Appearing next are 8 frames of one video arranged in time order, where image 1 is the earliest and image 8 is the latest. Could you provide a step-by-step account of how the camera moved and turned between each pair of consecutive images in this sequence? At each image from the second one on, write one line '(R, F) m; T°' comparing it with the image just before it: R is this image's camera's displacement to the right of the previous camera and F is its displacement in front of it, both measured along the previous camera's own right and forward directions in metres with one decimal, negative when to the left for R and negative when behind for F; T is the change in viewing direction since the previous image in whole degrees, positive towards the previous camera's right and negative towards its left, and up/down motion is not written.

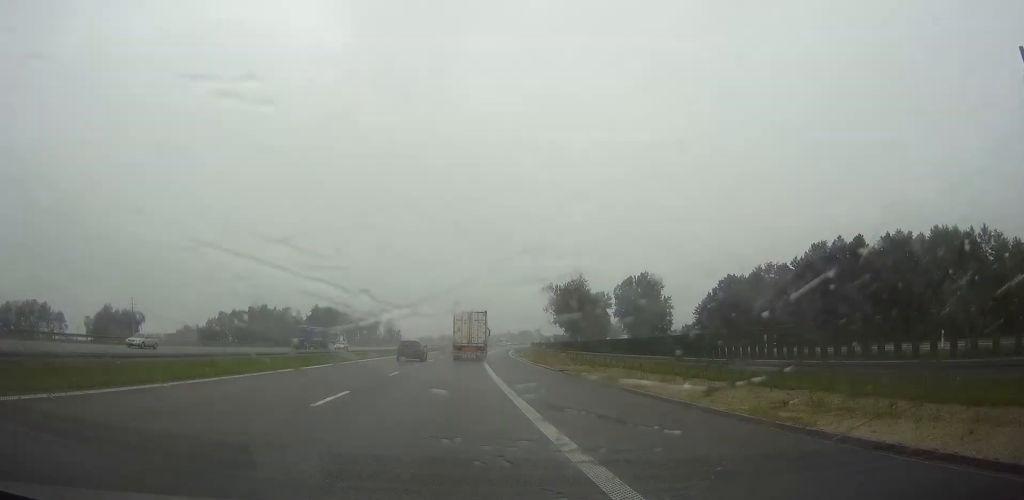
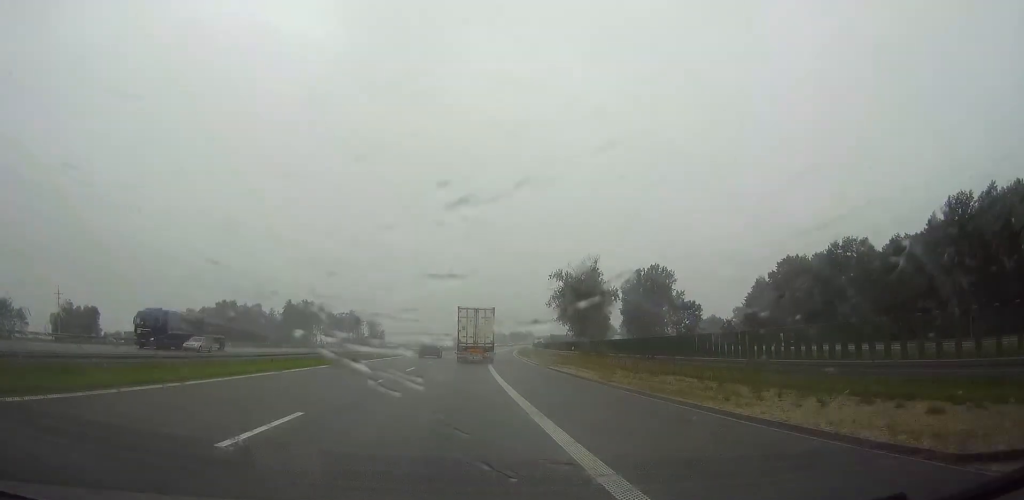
(+0.3, +28.2) m; +1°
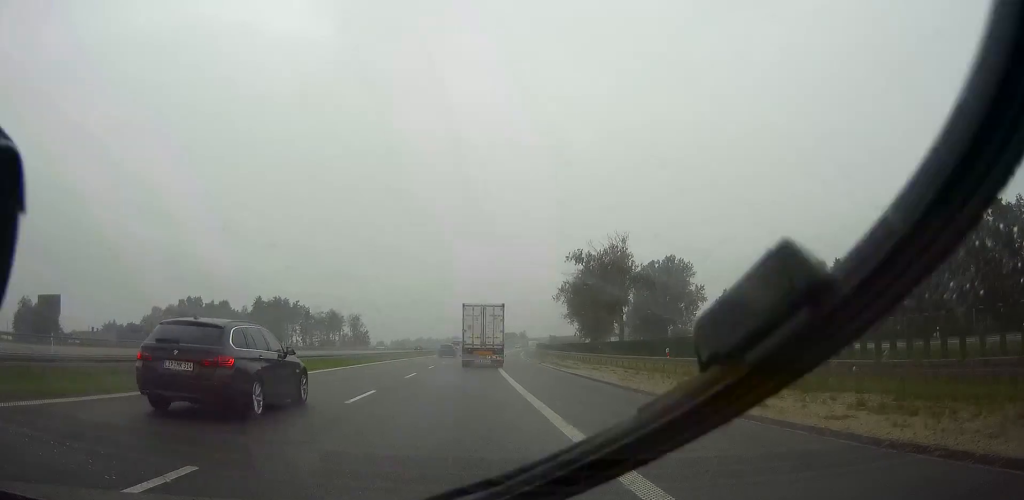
(+0.3, +28.9) m; +4°
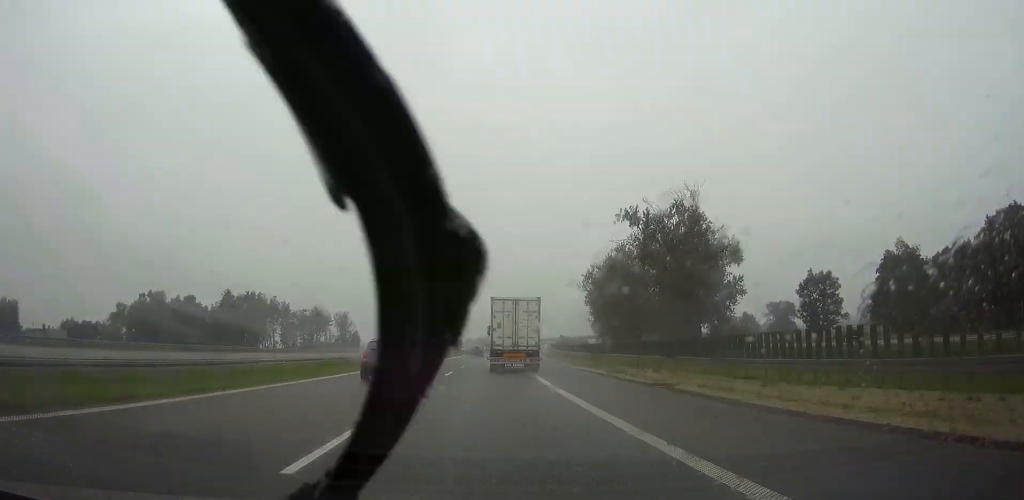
(+2.0, +31.7) m; +4°
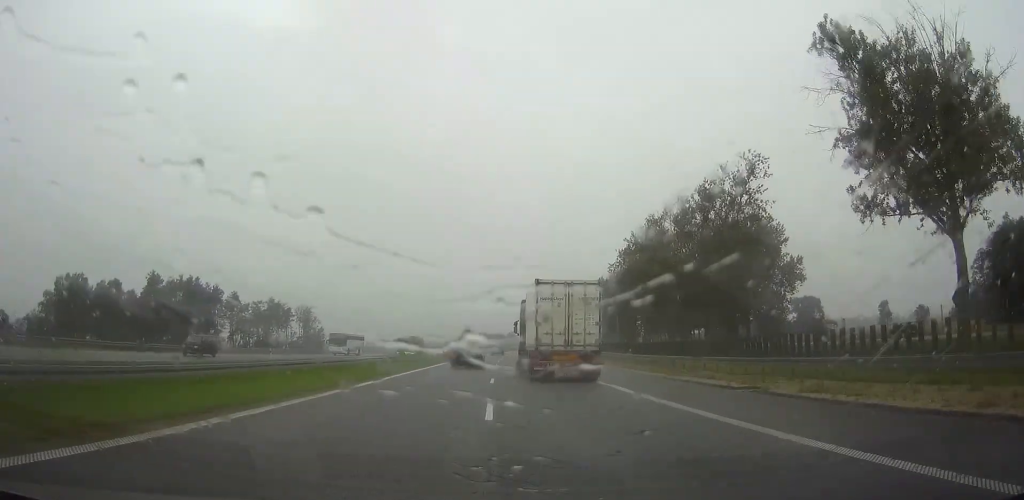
(0.0, +43.1) m; 0°
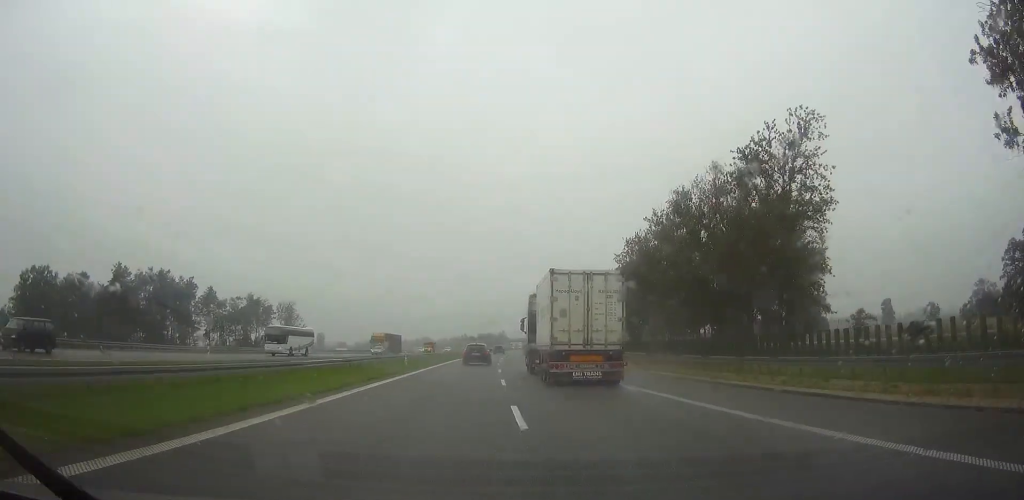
(0.0, +13.5) m; 0°
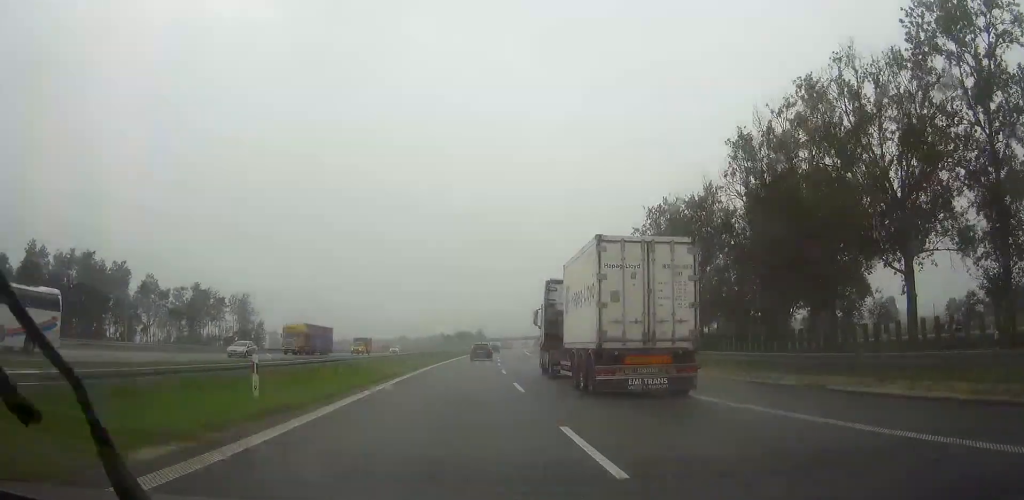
(0.0, +28.6) m; 0°
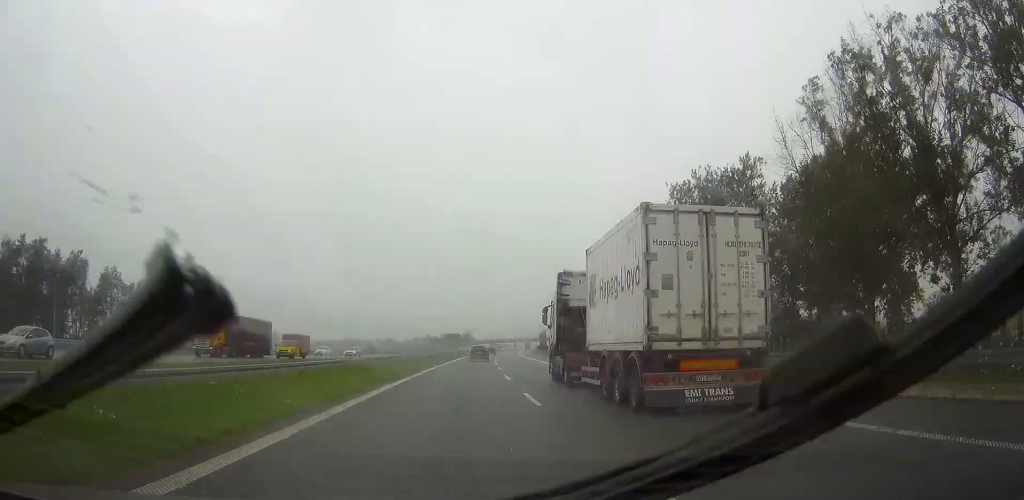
(0.0, +16.1) m; 0°
